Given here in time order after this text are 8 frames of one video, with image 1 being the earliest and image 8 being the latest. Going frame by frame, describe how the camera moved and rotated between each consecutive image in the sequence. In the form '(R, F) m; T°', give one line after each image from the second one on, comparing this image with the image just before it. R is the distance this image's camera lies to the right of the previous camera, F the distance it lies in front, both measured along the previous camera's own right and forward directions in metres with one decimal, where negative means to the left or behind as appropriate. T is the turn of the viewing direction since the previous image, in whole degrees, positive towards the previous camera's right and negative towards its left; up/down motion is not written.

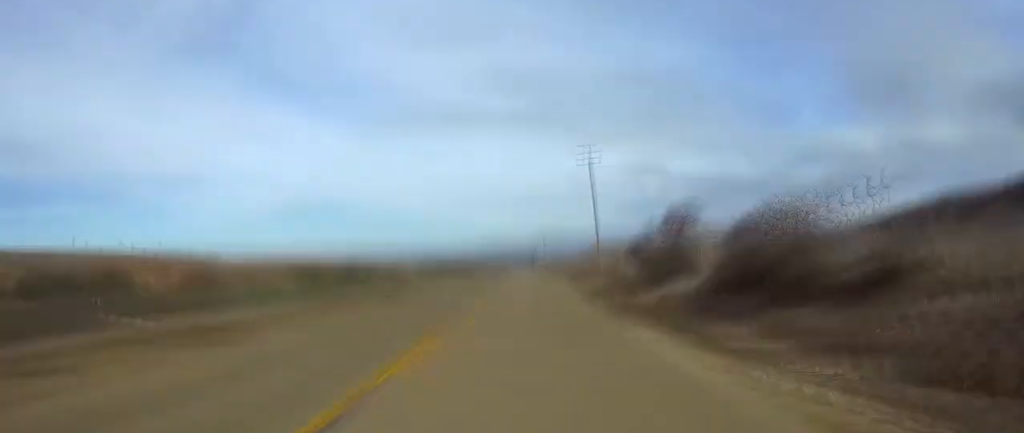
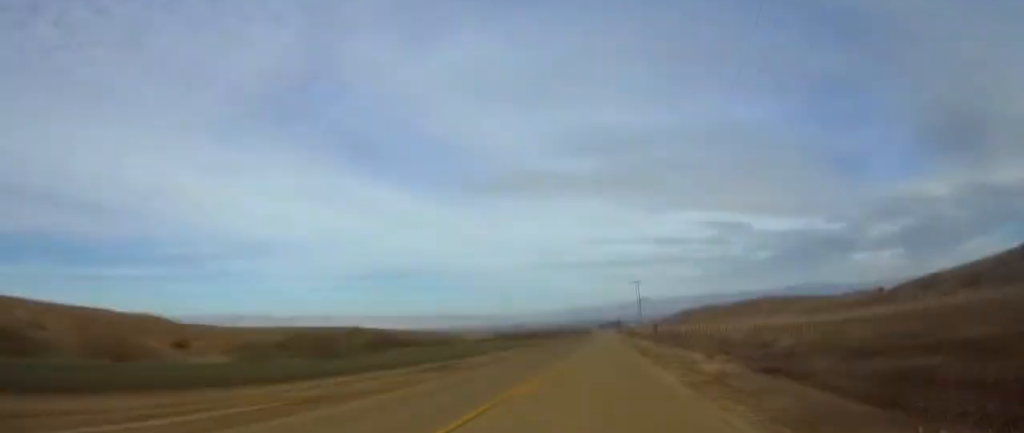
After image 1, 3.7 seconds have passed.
(+0.5, +80.2) m; 0°
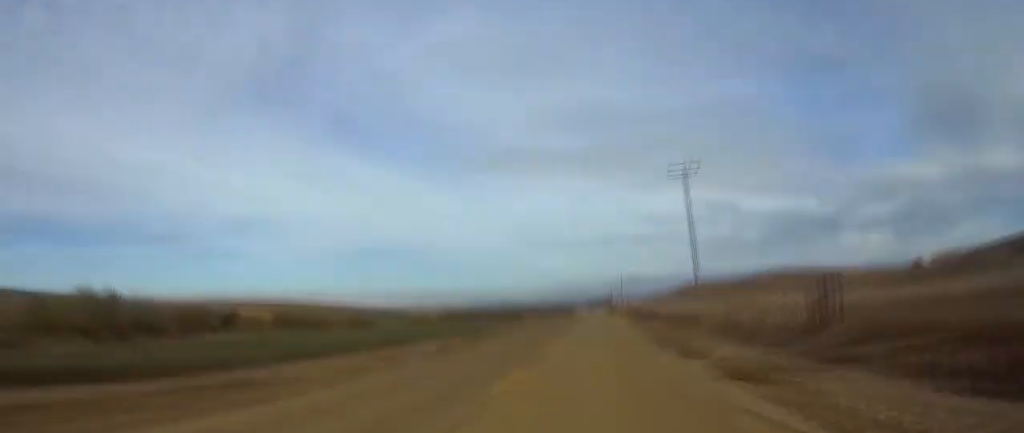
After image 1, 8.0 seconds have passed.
(0.0, +91.9) m; 0°
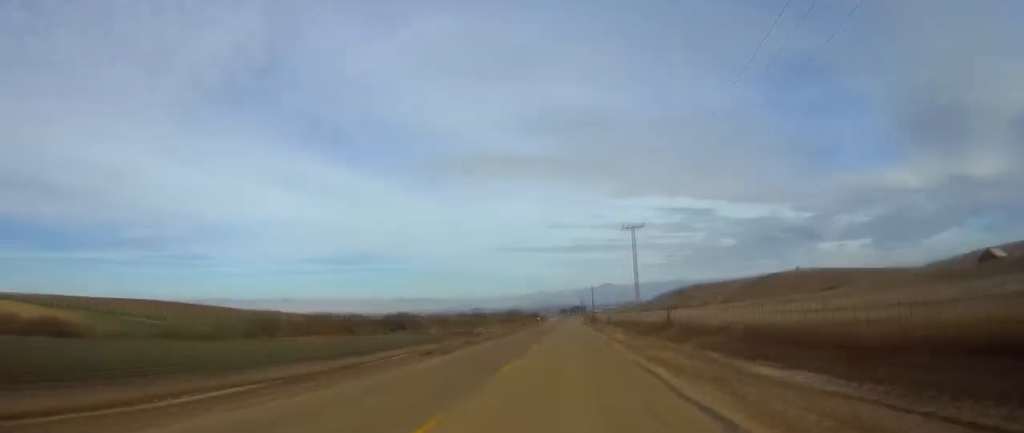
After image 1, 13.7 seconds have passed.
(+0.8, +124.5) m; +1°
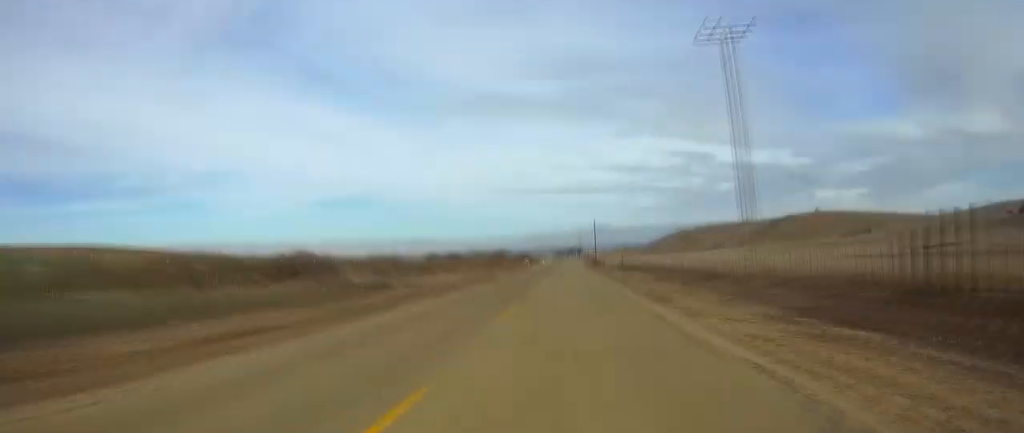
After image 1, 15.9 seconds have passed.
(+0.1, +46.7) m; 0°
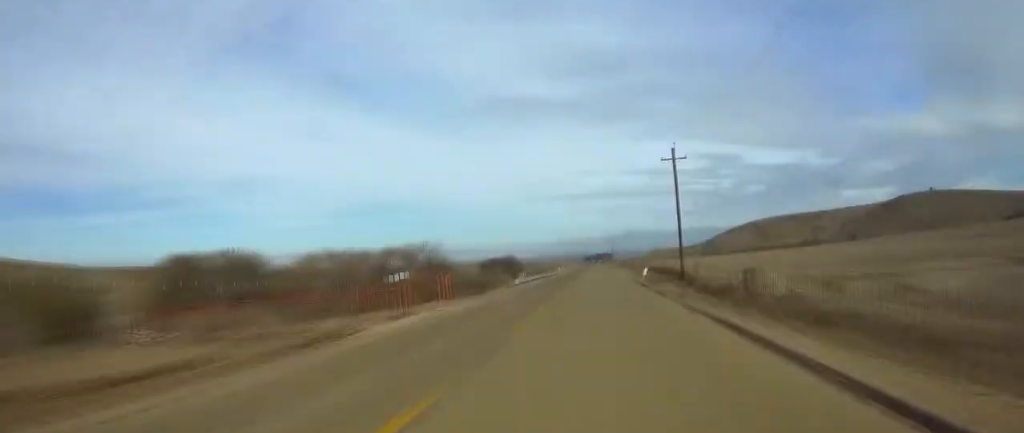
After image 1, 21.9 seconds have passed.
(-0.8, +131.4) m; -1°
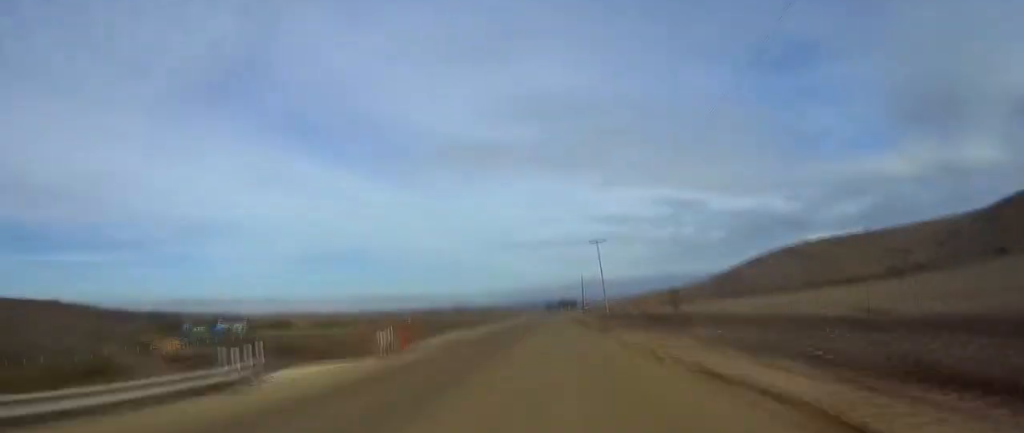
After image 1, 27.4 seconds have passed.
(-0.7, +118.4) m; 0°
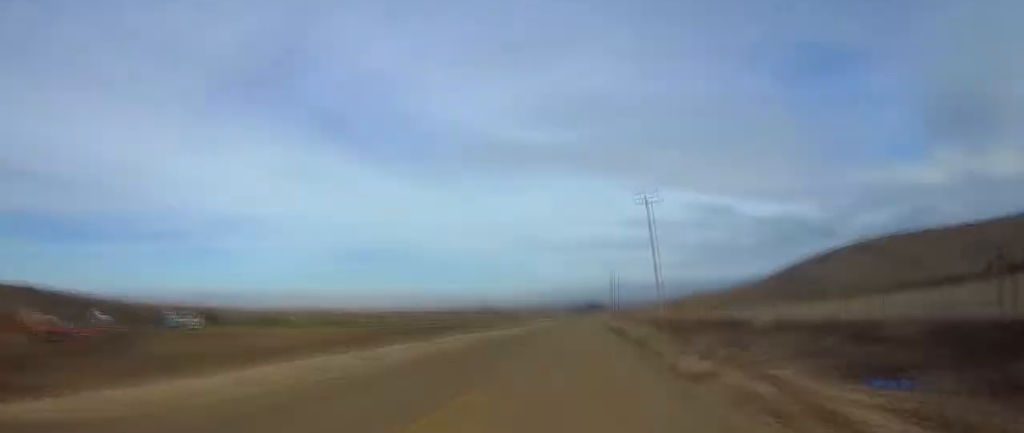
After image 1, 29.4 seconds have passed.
(+0.2, +43.0) m; 0°
